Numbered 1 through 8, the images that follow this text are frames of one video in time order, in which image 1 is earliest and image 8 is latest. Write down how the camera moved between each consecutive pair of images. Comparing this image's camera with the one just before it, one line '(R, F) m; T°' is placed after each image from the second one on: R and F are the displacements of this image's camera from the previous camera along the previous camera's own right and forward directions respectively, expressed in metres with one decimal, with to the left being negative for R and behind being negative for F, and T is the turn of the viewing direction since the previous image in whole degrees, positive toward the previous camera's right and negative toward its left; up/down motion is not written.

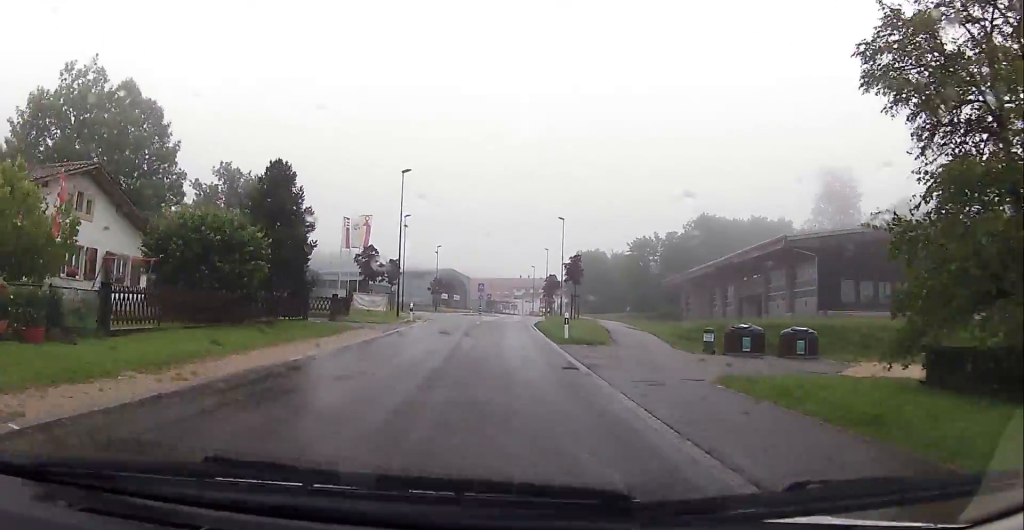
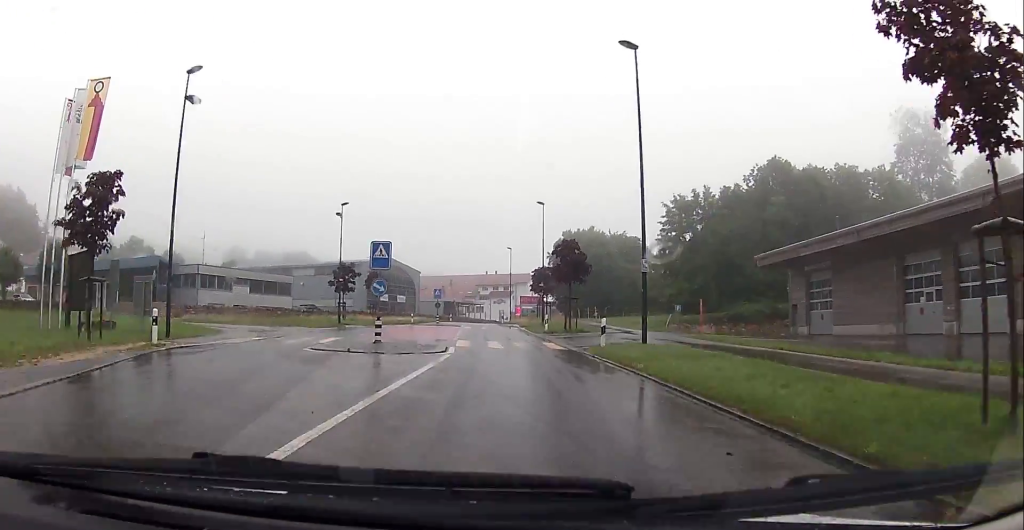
(+0.7, +41.6) m; +1°
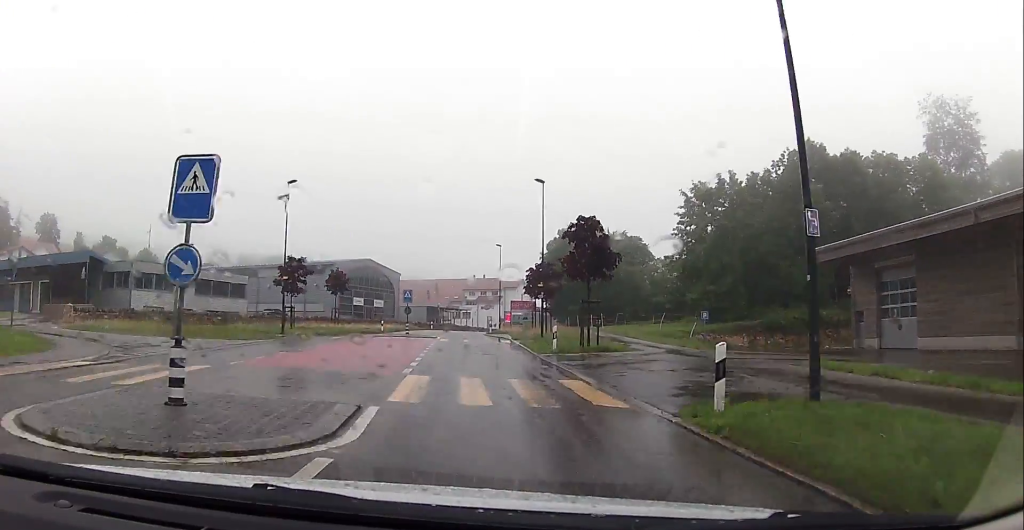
(0.0, +10.8) m; +1°
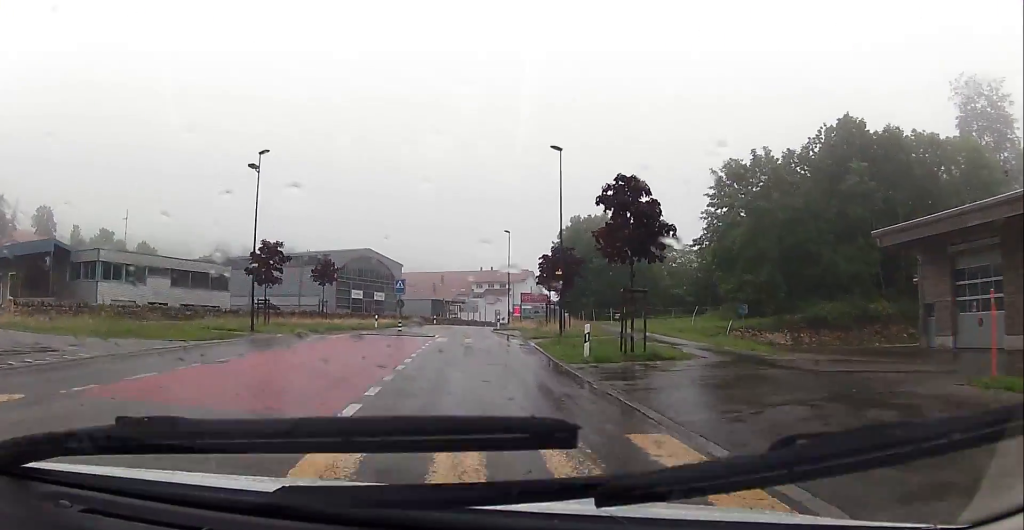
(+0.2, +6.3) m; 0°
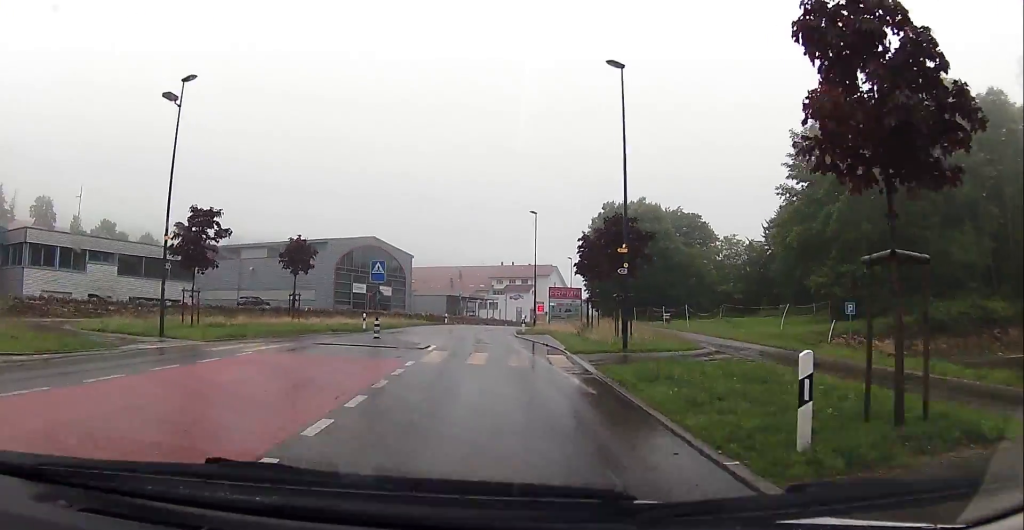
(0.0, +11.2) m; -1°
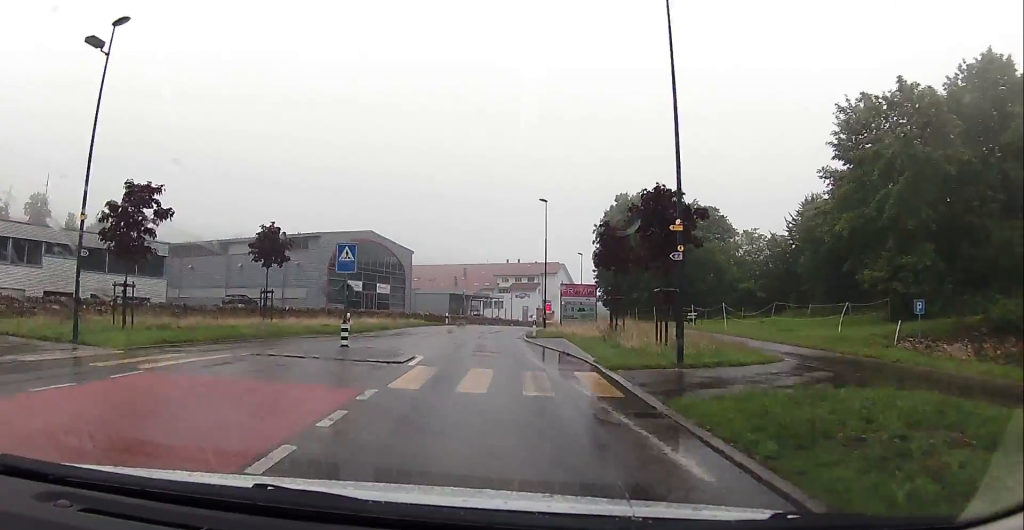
(-0.1, +5.4) m; -1°
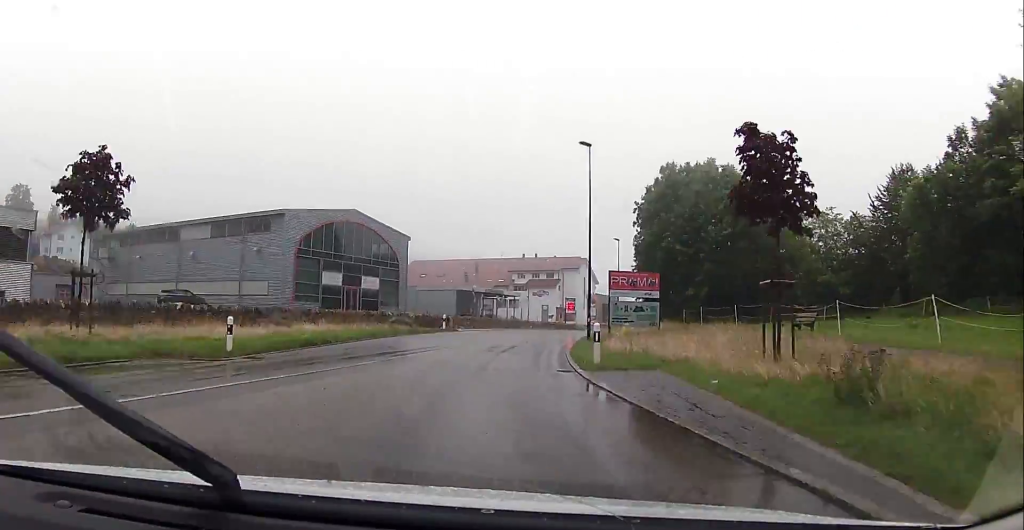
(-0.4, +15.8) m; -1°
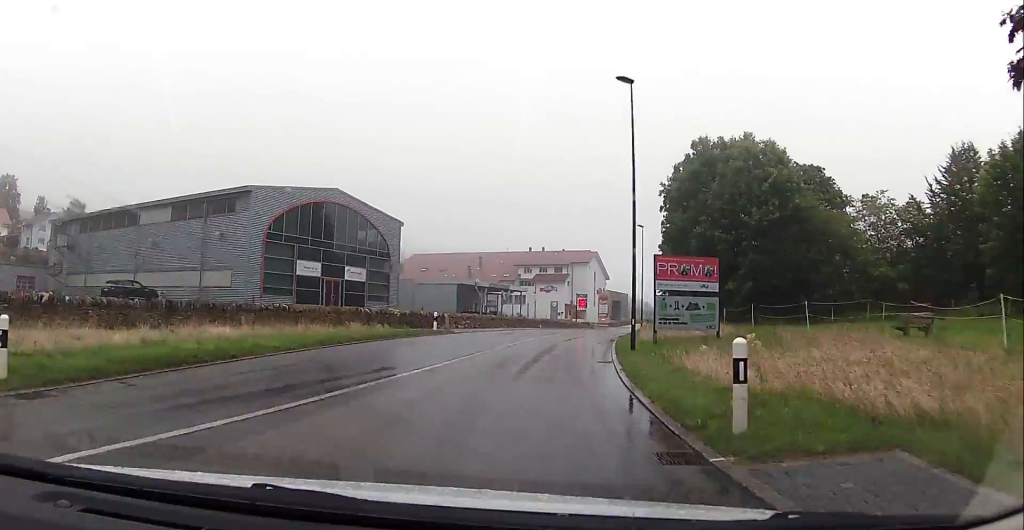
(+0.1, +8.6) m; +1°
